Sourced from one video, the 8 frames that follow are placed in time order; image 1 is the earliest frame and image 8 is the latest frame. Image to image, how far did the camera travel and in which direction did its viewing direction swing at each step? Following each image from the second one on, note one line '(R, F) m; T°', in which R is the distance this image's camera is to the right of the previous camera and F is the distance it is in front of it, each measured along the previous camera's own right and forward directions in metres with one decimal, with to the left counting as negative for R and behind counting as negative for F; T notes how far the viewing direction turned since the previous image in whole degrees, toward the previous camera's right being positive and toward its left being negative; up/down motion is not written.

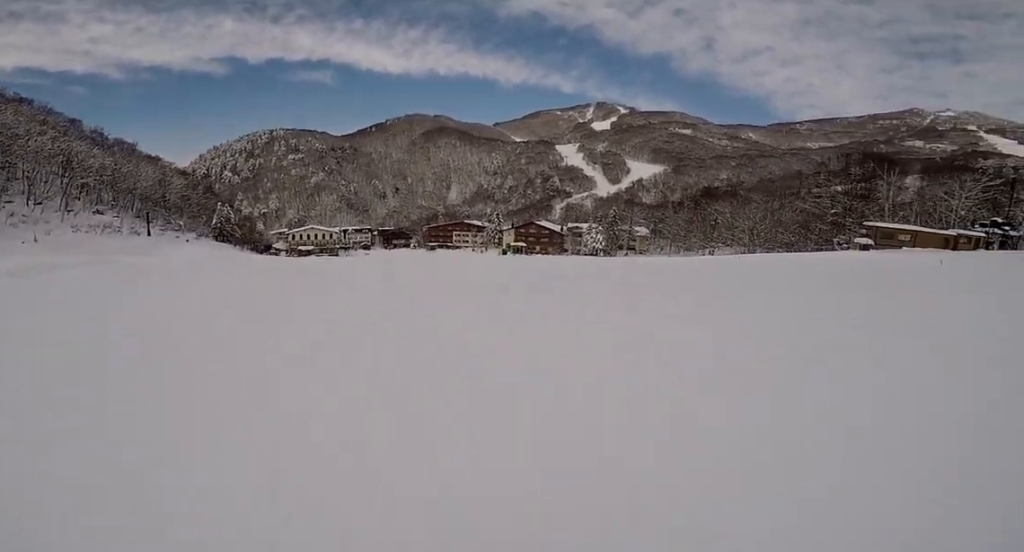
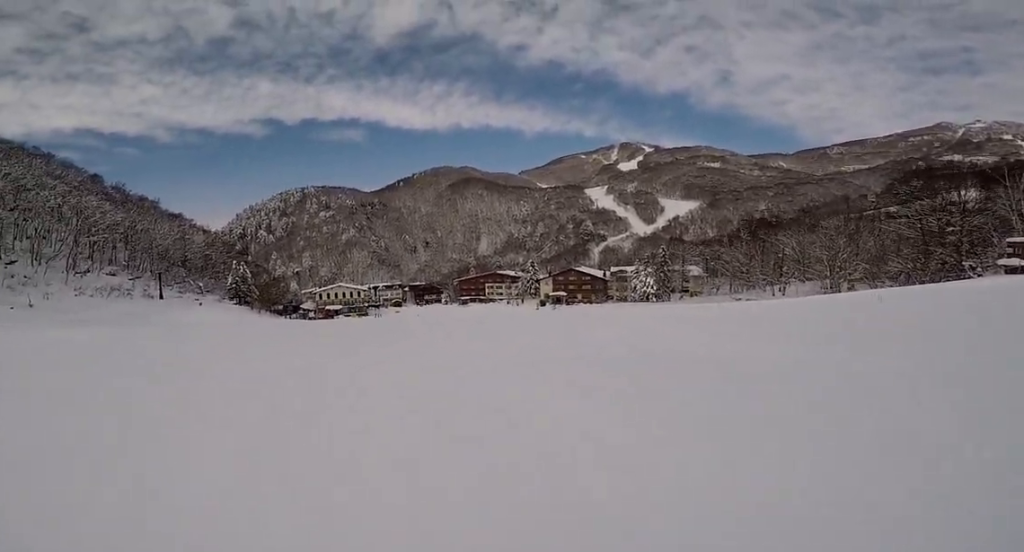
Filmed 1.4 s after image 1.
(0.0, +11.2) m; -11°
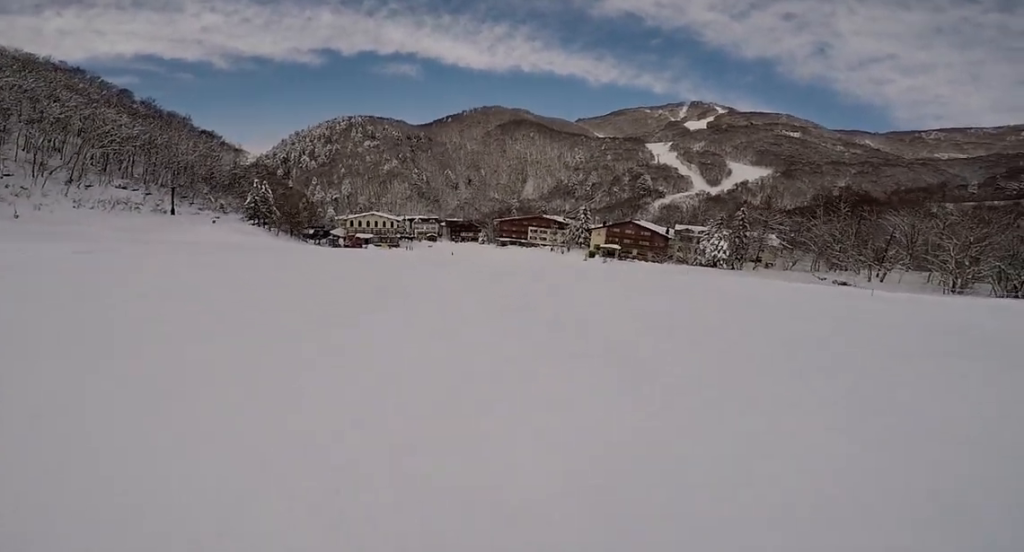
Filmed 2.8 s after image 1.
(-1.5, +11.0) m; -4°
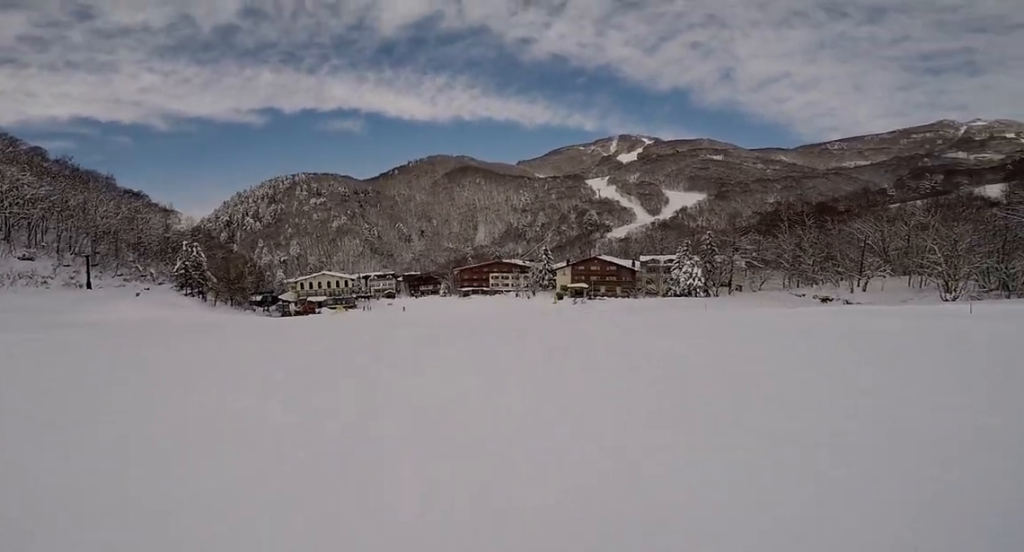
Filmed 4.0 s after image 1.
(+1.1, +9.3) m; +7°
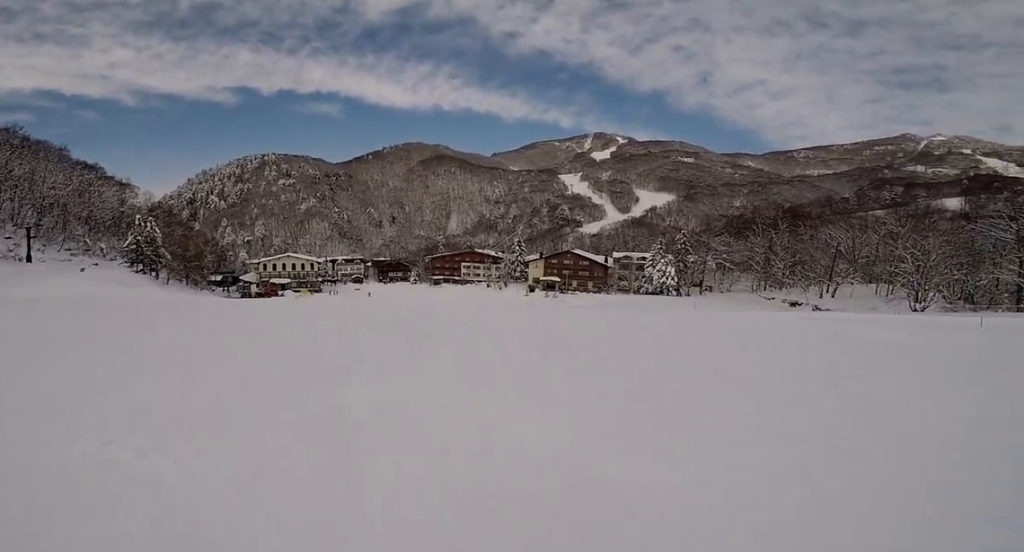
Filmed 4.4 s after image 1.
(0.0, +3.2) m; 0°
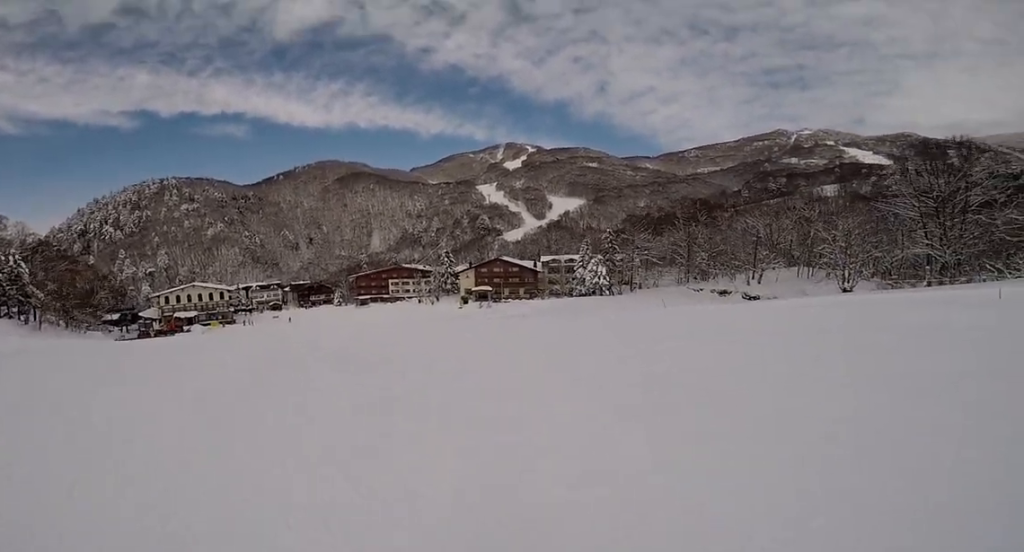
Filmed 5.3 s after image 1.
(0.0, +6.5) m; -1°
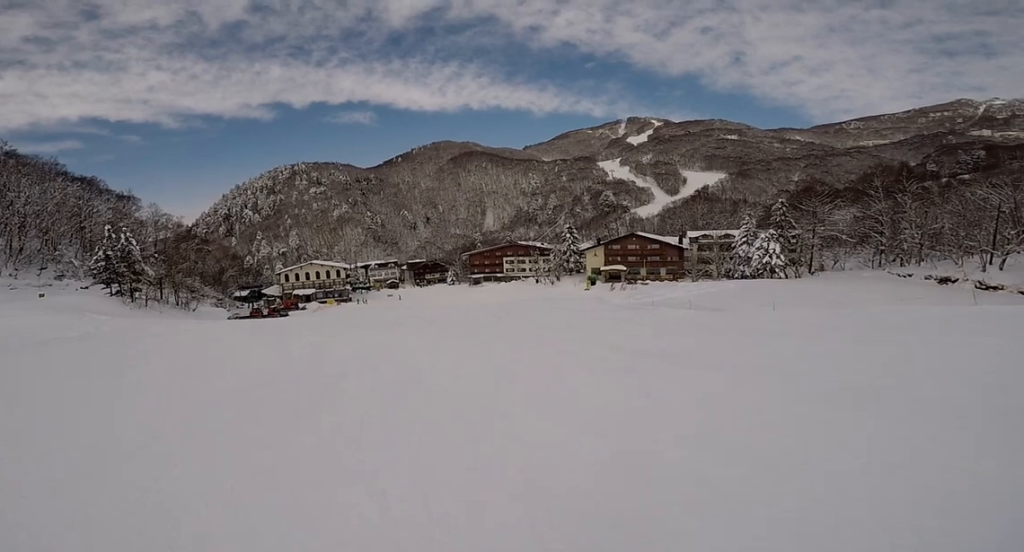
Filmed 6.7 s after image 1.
(-0.4, +10.4) m; -8°
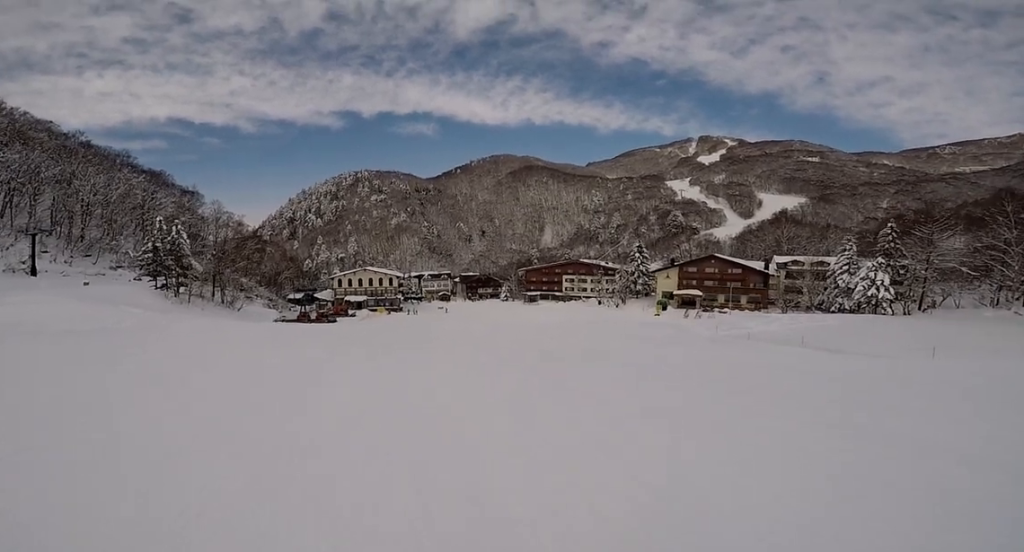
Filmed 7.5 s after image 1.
(-0.6, +5.6) m; 0°
